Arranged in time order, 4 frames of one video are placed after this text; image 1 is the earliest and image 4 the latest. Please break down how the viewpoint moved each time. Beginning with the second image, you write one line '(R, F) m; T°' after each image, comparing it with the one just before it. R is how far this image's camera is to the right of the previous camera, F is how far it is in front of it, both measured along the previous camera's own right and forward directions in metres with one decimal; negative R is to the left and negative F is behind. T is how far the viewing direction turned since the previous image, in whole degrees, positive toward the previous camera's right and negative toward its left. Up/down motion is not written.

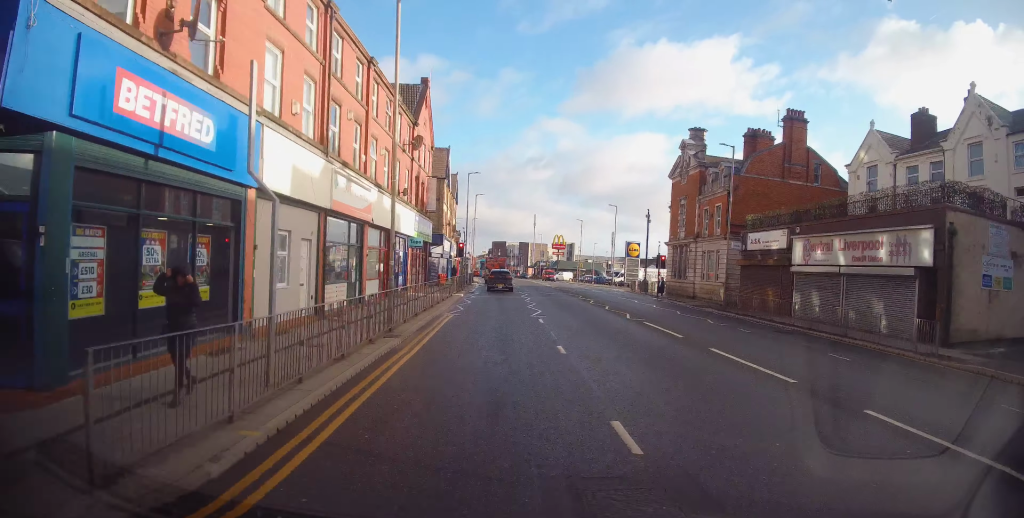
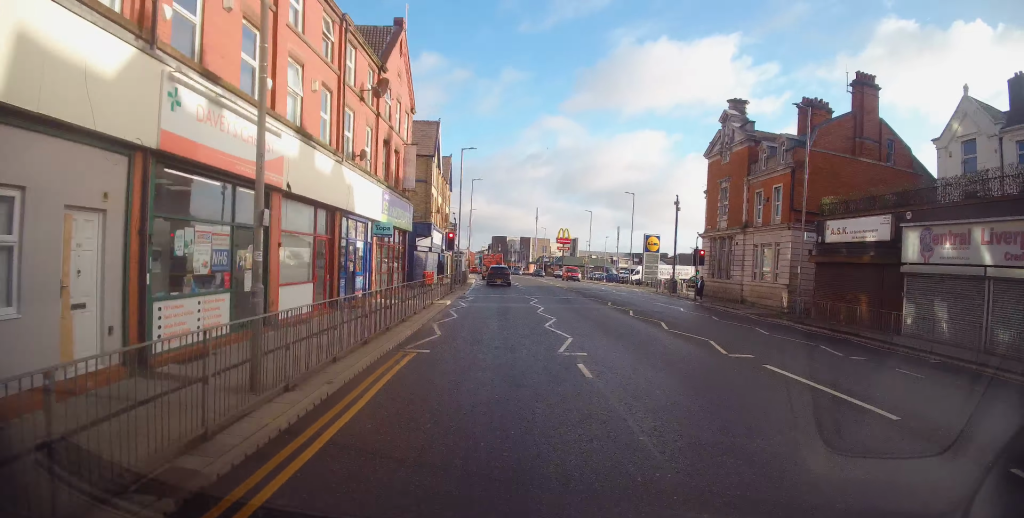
(-0.2, +8.7) m; -4°
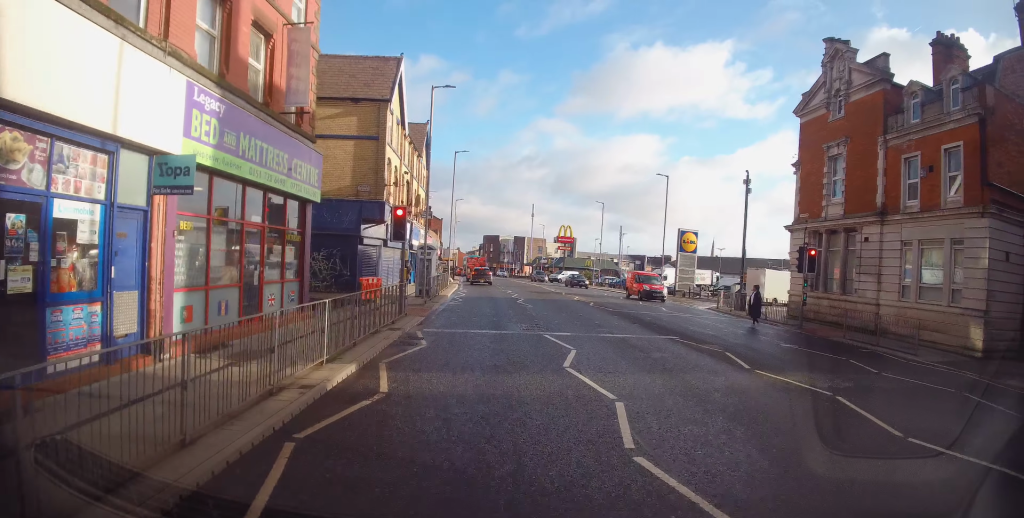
(+0.3, +14.6) m; +5°
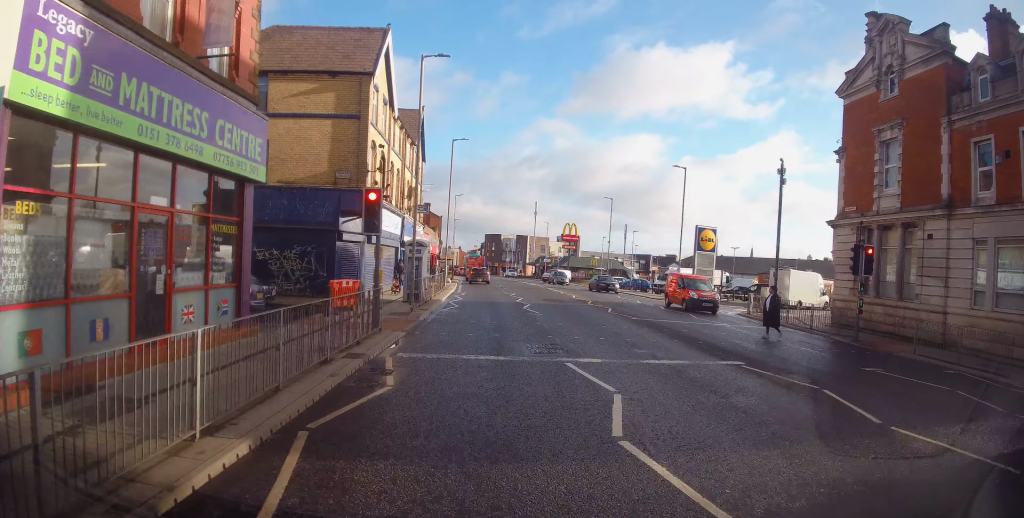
(0.0, +4.0) m; 0°
